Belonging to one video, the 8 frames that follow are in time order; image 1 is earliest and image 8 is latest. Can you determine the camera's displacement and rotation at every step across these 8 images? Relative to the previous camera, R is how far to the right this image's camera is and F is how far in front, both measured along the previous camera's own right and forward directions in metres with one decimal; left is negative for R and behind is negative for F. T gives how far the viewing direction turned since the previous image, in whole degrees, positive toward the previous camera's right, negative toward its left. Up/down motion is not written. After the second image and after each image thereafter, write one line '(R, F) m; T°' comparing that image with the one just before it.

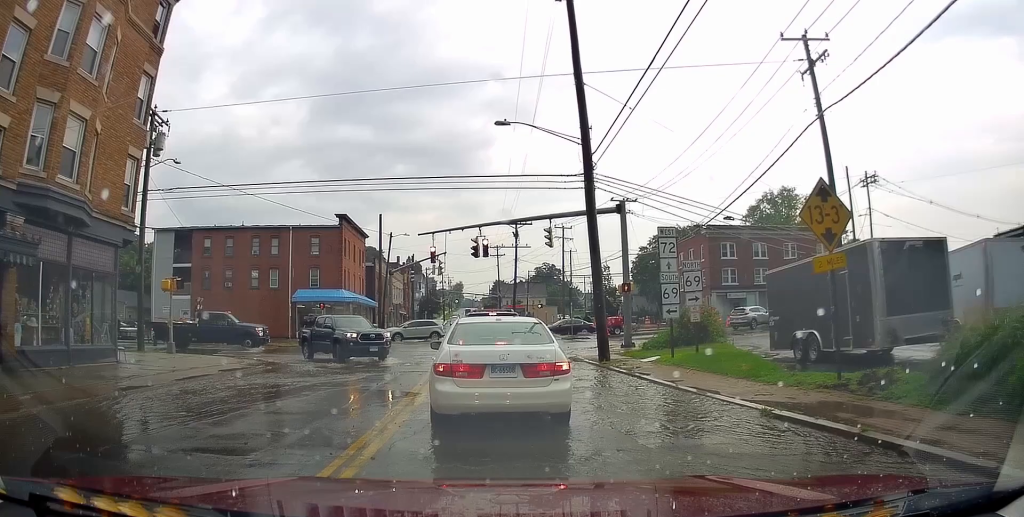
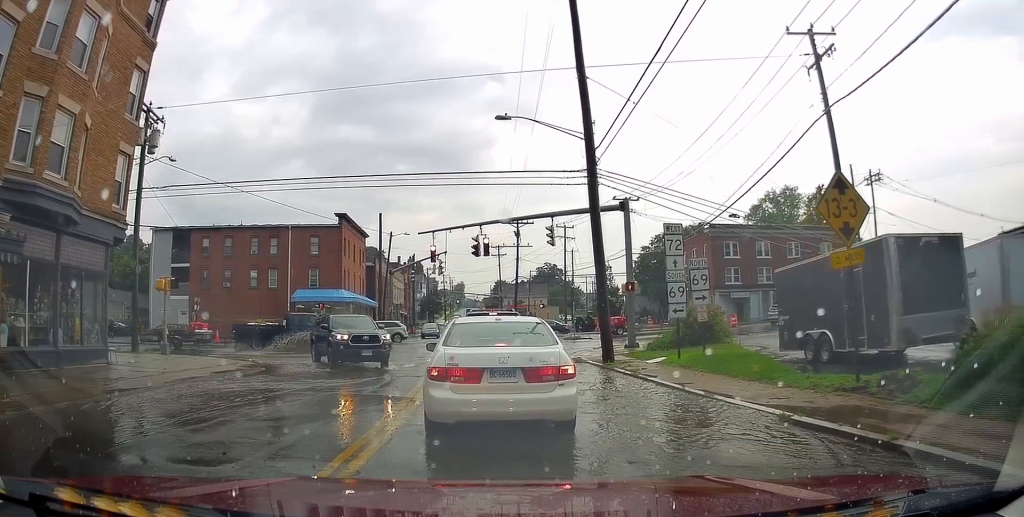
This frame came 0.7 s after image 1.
(0.0, +1.0) m; 0°
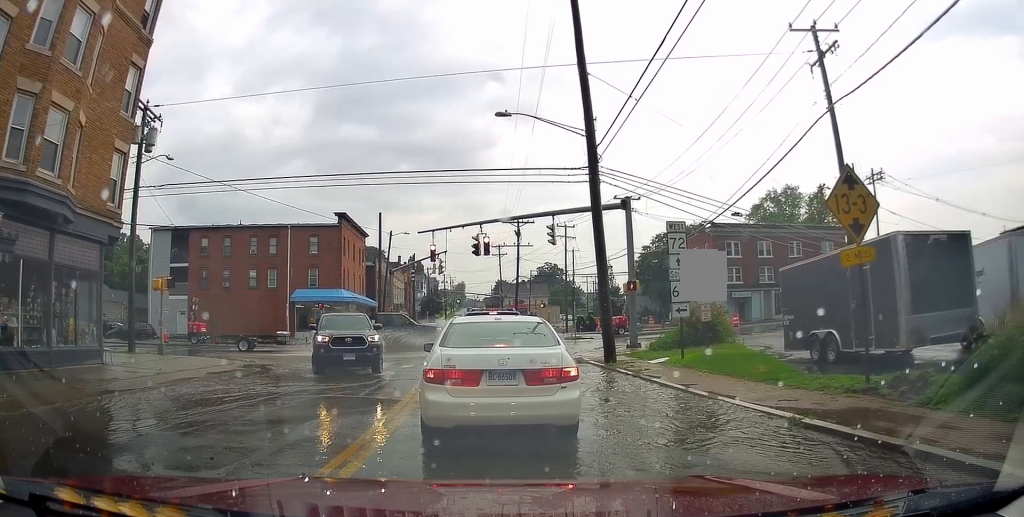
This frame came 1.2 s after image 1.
(0.0, +0.4) m; 0°
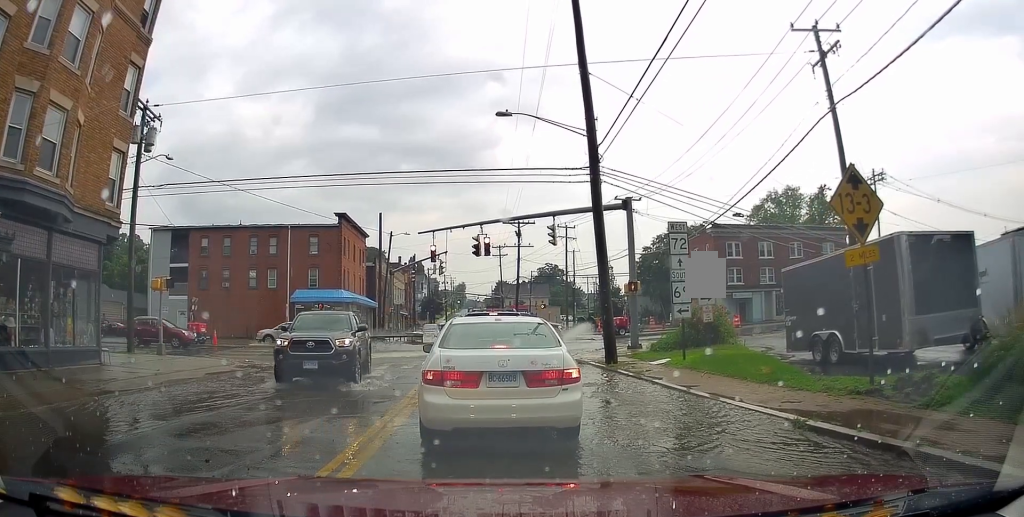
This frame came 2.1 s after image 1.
(0.0, +0.4) m; 0°
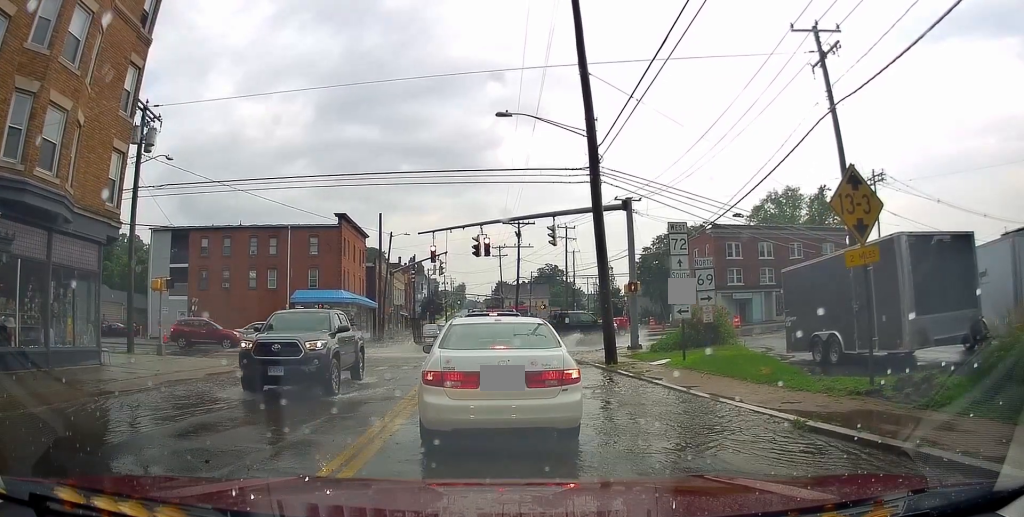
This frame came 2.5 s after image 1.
(0.0, 0.0) m; 0°
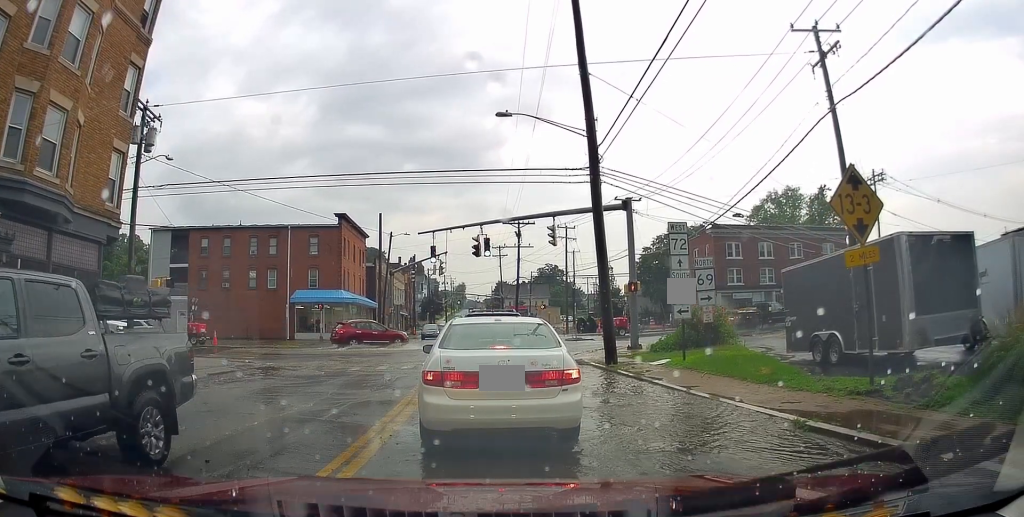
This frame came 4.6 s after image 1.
(0.0, 0.0) m; 0°
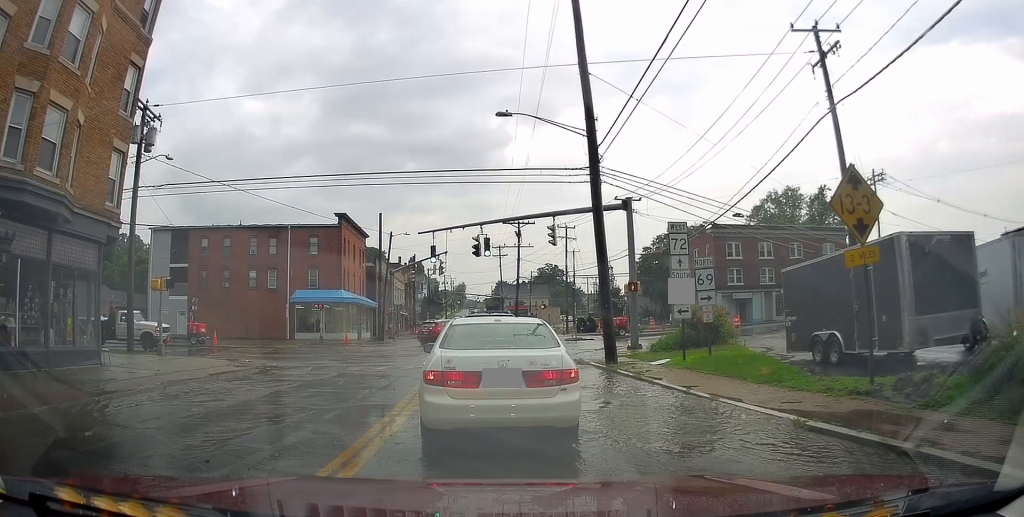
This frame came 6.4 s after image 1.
(0.0, 0.0) m; 0°
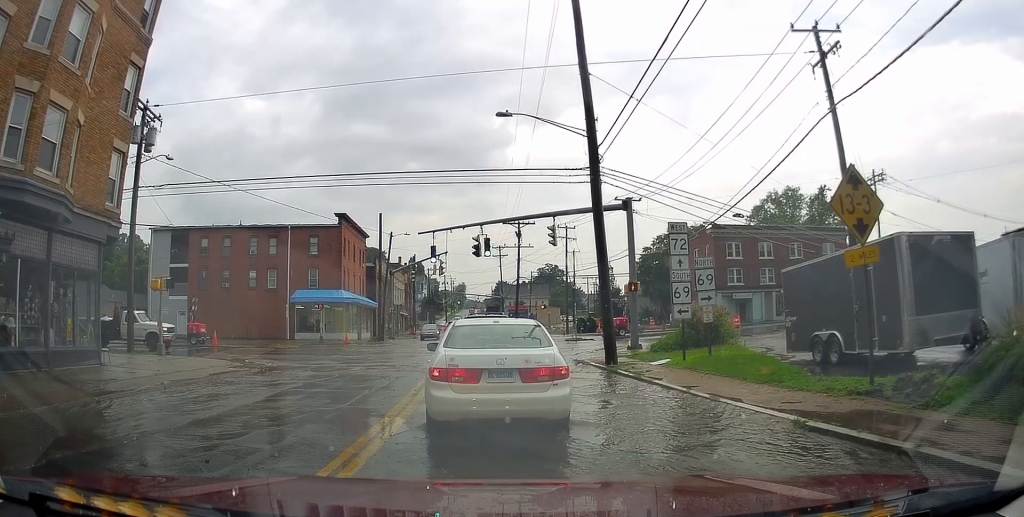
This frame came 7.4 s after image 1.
(0.0, 0.0) m; 0°
